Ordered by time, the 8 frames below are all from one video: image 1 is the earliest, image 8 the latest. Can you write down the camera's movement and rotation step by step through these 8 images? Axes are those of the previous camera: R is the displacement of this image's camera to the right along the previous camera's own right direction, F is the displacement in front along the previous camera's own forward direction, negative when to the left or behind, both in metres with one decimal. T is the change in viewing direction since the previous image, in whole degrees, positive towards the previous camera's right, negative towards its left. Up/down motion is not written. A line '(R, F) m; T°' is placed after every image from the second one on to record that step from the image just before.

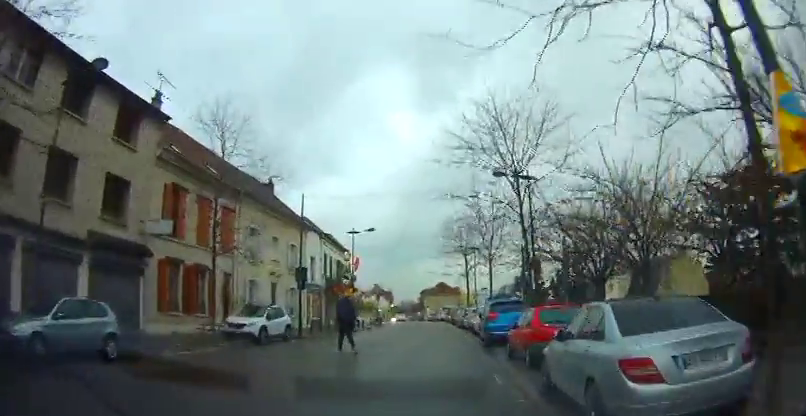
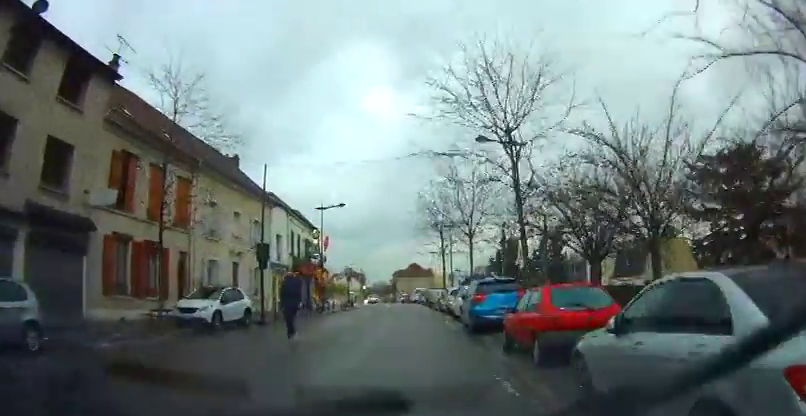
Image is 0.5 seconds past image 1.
(+0.4, +2.2) m; +9°
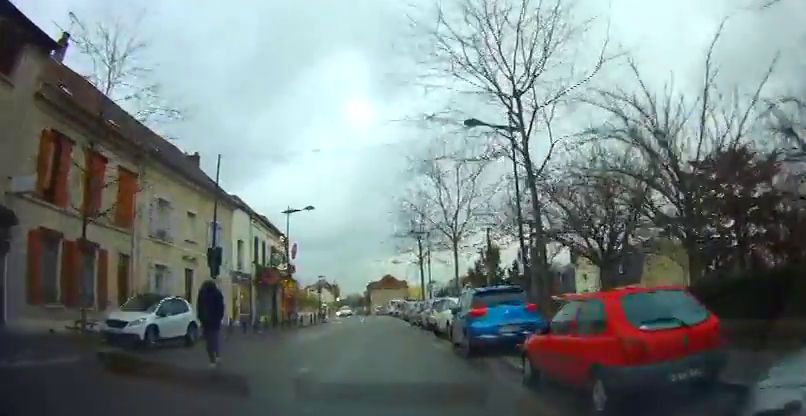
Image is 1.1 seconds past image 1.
(+0.3, +2.9) m; +8°
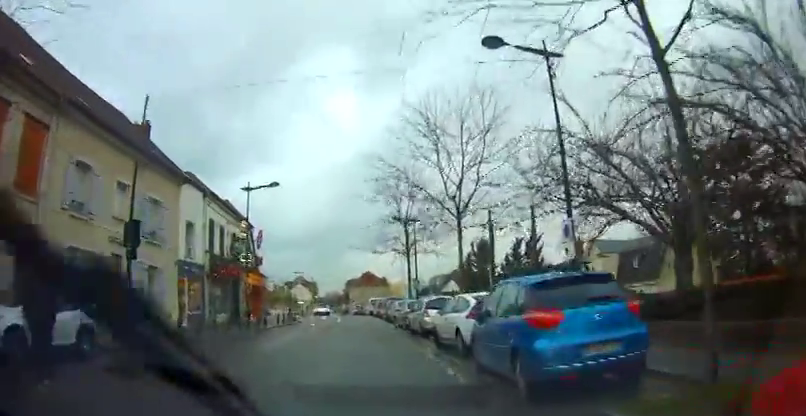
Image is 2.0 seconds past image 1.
(+0.3, +4.7) m; +4°
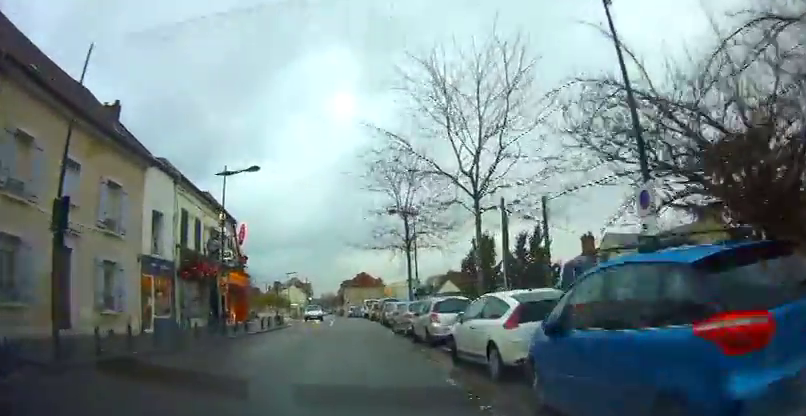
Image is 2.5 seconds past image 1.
(0.0, +3.4) m; 0°
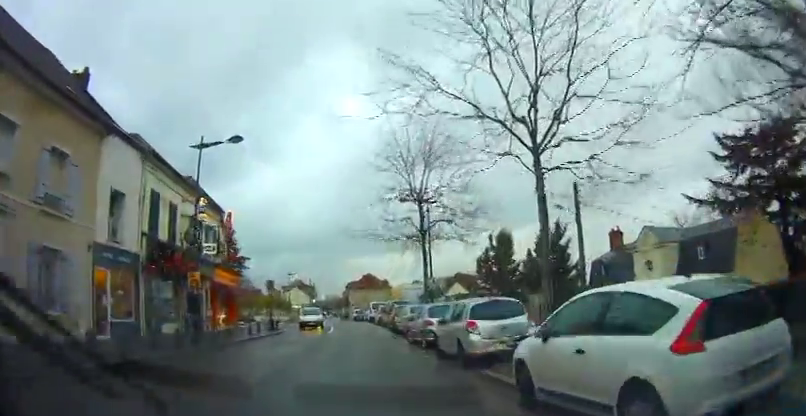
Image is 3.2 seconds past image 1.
(0.0, +4.3) m; +1°
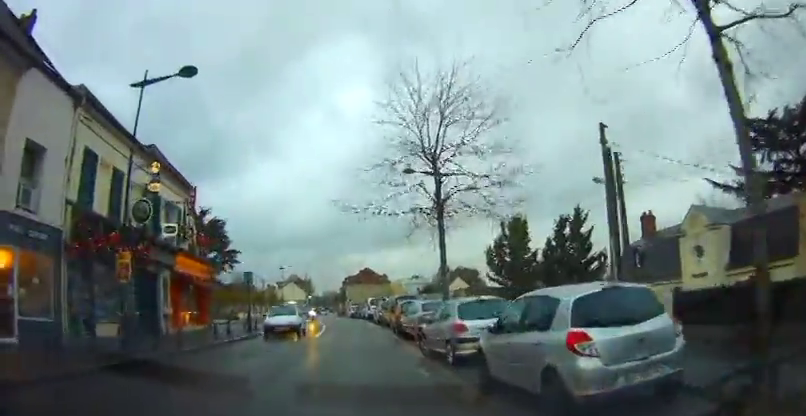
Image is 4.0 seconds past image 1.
(0.0, +5.1) m; +1°
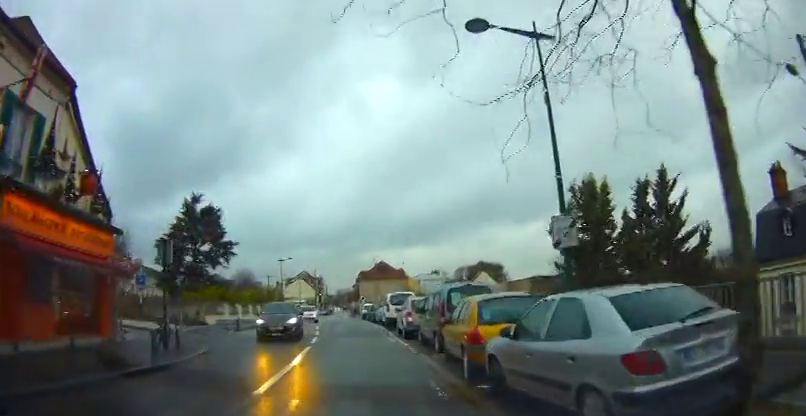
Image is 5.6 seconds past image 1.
(+0.1, +10.8) m; -2°
